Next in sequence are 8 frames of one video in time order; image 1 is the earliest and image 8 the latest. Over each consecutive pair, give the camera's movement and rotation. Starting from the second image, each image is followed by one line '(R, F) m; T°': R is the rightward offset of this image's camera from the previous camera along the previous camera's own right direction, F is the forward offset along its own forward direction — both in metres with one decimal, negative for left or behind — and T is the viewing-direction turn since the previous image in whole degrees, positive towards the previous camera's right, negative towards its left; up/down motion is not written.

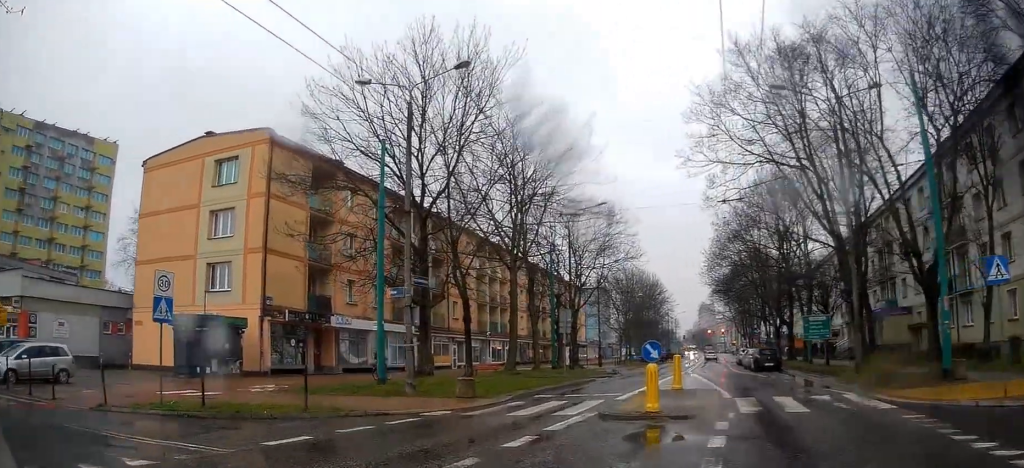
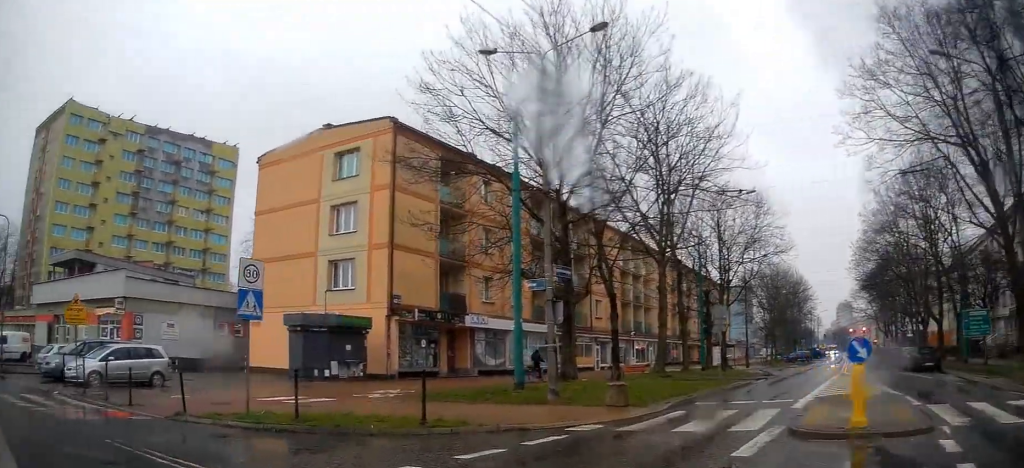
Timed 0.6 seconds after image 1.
(-0.3, +3.0) m; -12°
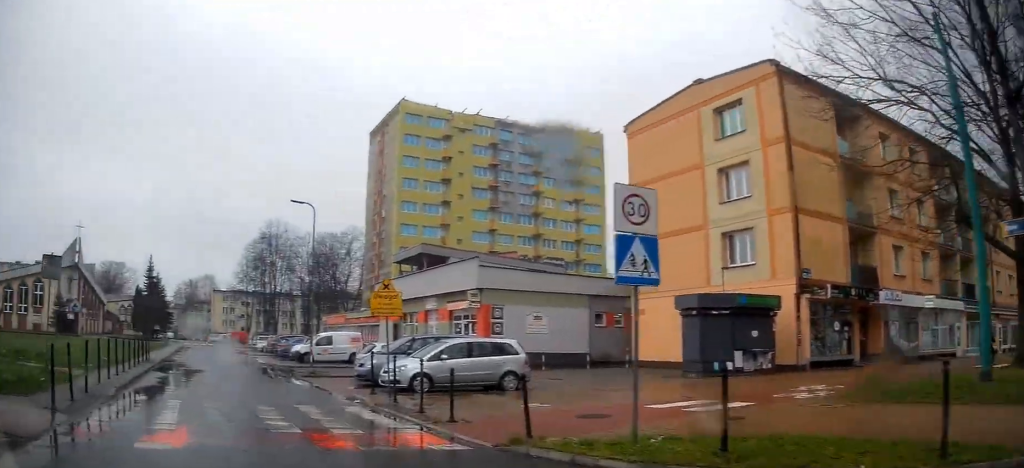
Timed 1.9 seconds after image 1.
(-1.4, +5.4) m; -28°
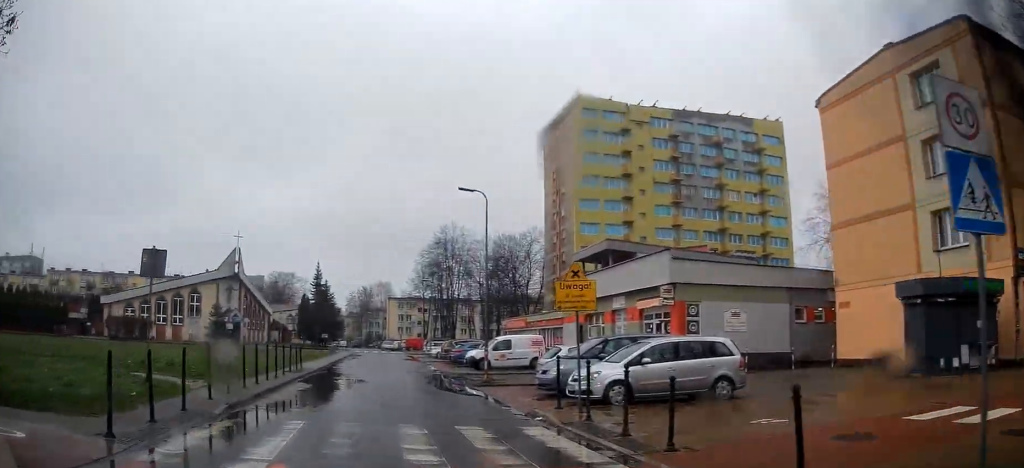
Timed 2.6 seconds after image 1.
(-0.4, +3.2) m; -12°
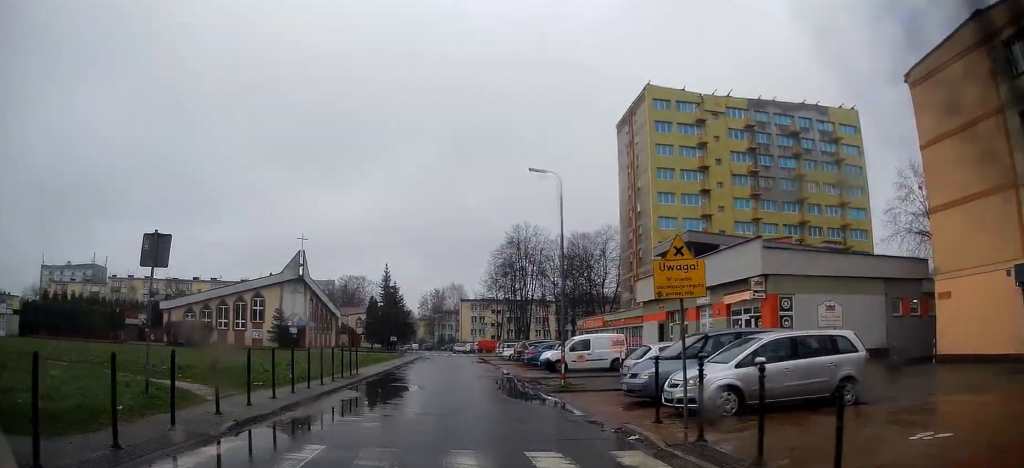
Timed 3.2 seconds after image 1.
(0.0, +2.6) m; -7°
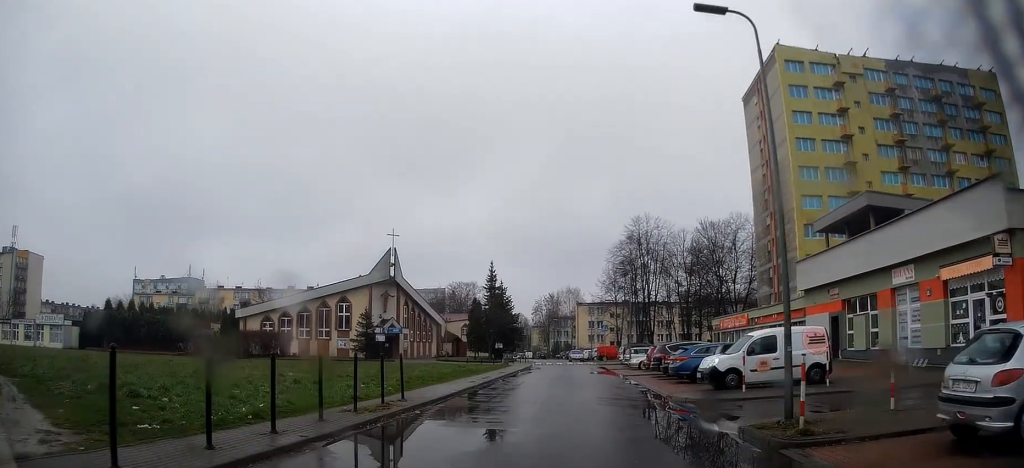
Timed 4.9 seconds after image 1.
(-1.7, +10.4) m; -12°
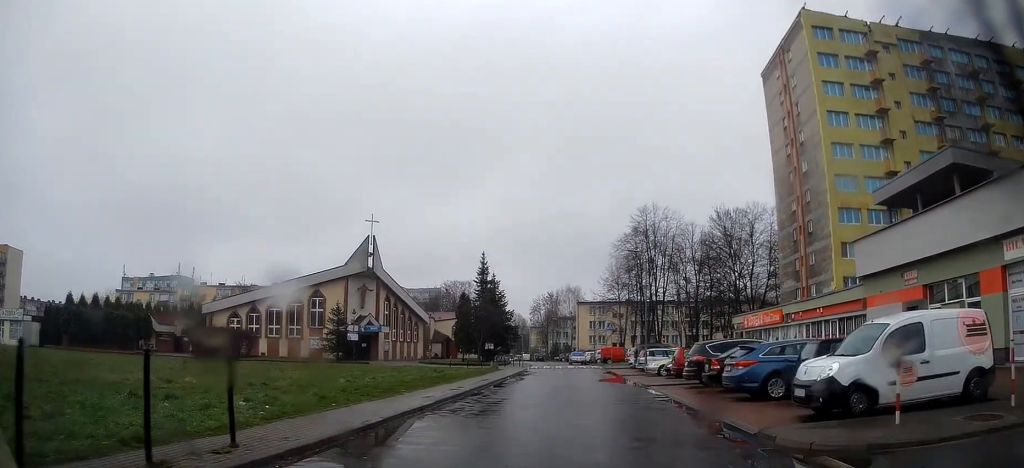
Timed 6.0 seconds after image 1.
(-0.2, +8.1) m; -4°
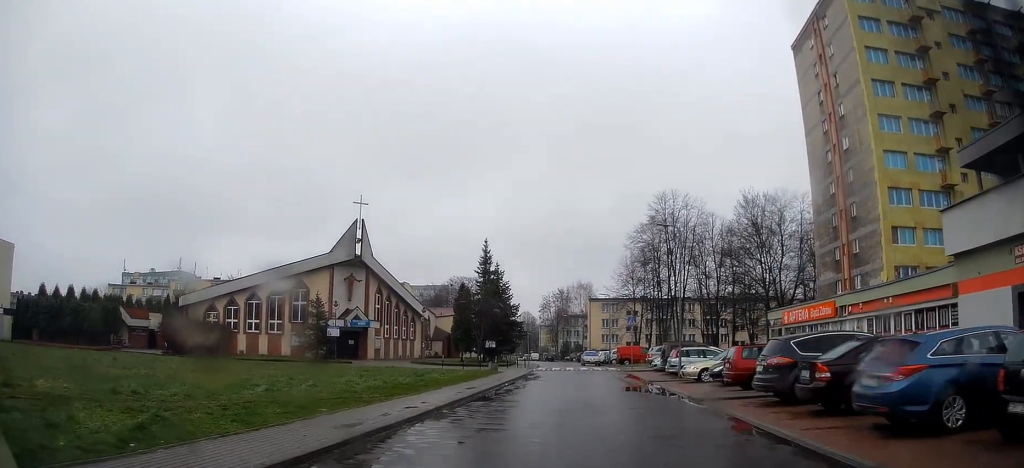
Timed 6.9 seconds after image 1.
(-0.3, +7.4) m; -1°
